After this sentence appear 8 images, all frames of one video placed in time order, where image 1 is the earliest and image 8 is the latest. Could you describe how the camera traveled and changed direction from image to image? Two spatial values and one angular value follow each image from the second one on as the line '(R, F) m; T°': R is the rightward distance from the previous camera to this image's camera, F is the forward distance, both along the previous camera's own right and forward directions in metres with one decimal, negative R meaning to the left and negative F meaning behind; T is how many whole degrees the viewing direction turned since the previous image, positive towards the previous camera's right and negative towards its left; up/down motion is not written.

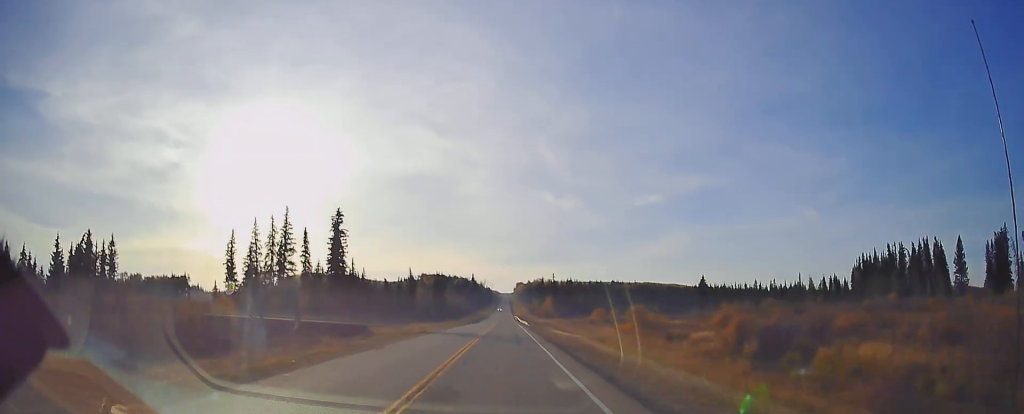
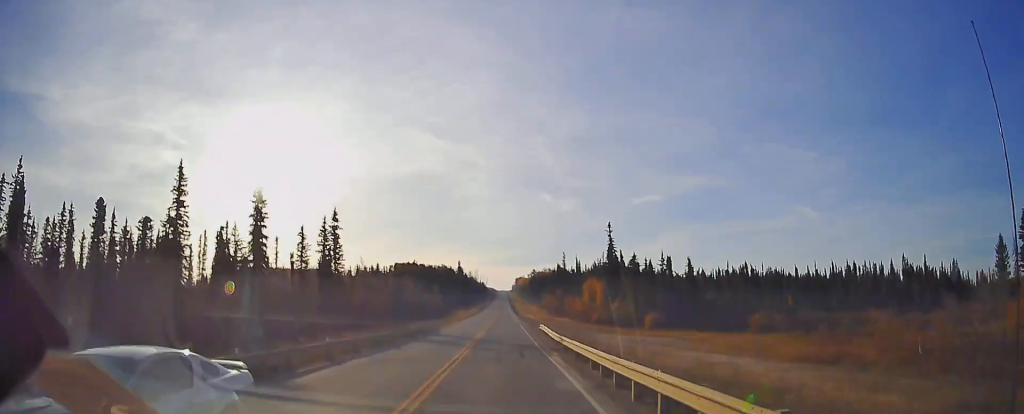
(+0.2, +144.6) m; 0°
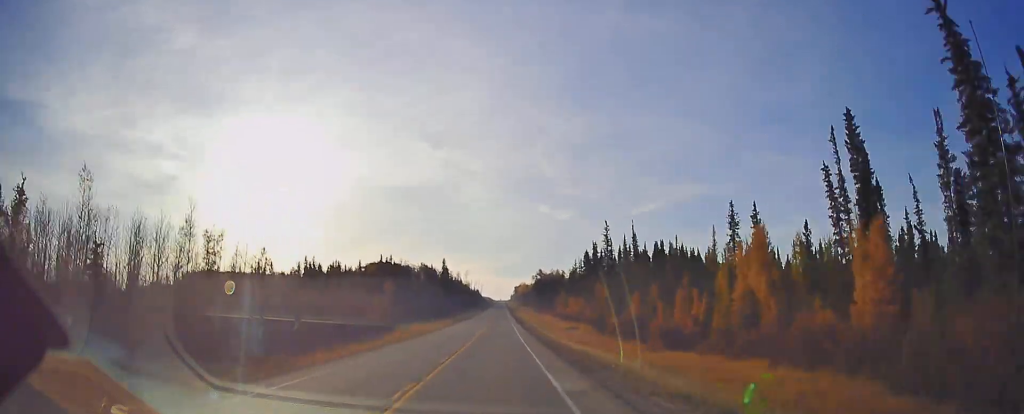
(+0.3, +98.4) m; 0°
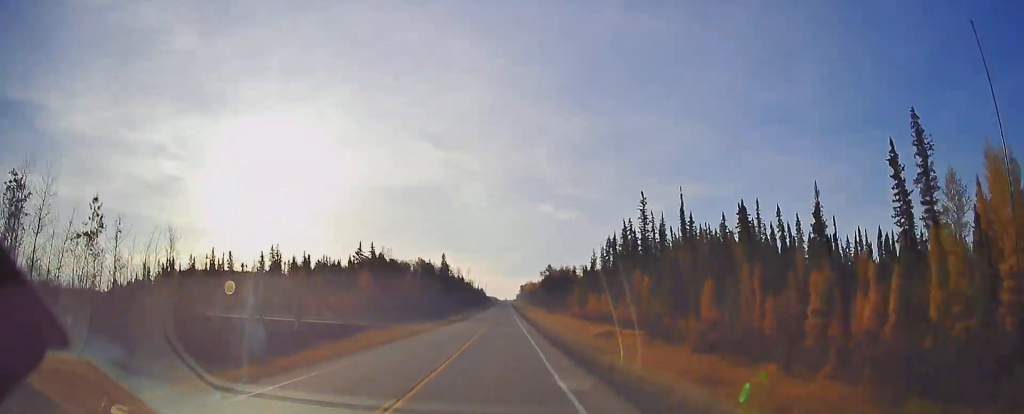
(-0.1, +30.5) m; 0°
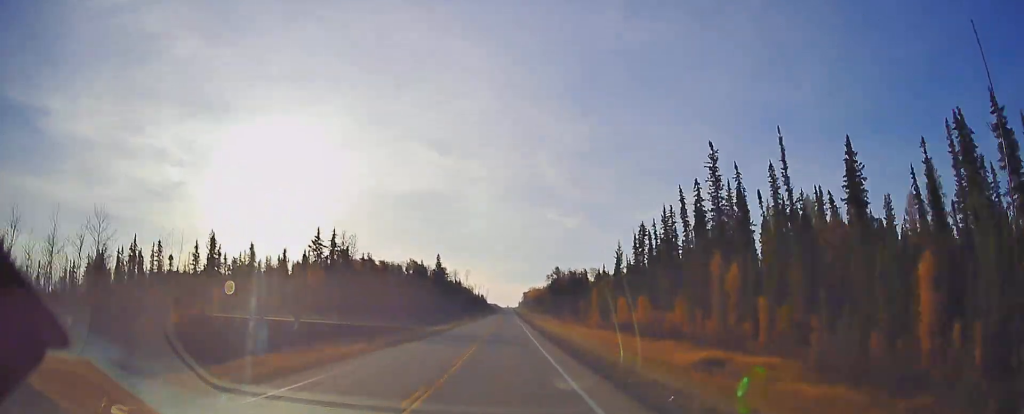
(-0.1, +33.3) m; 0°
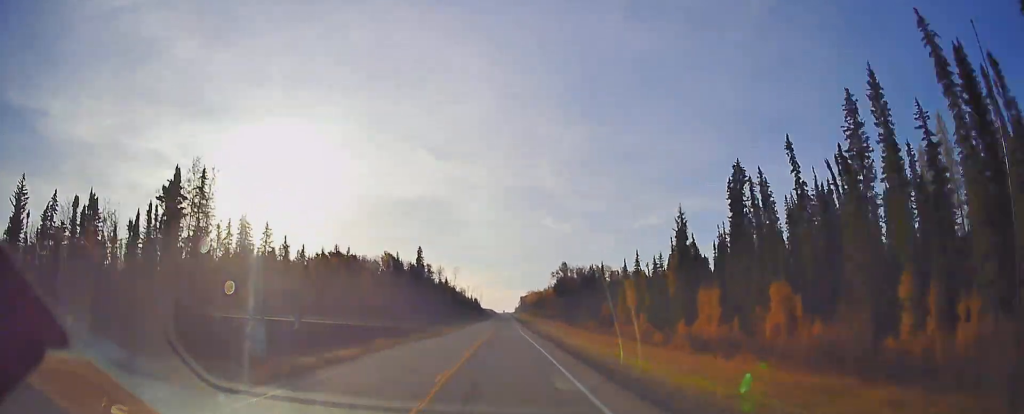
(-0.1, +49.1) m; 0°
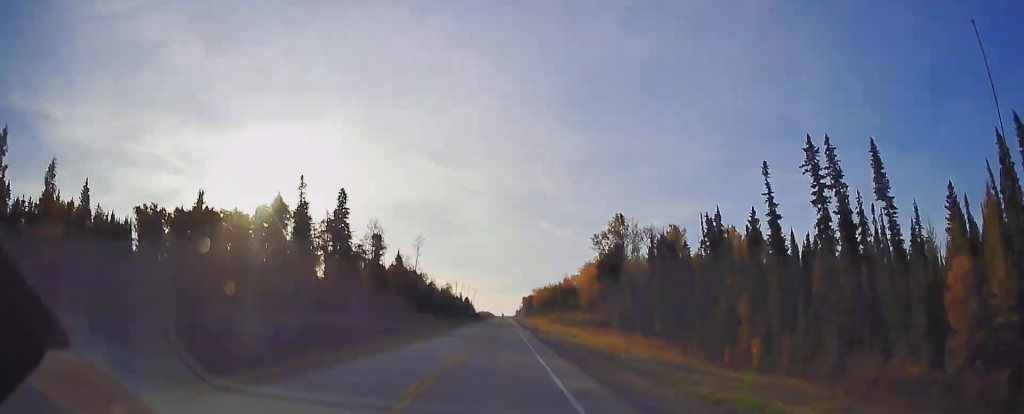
(+0.5, +109.0) m; +1°
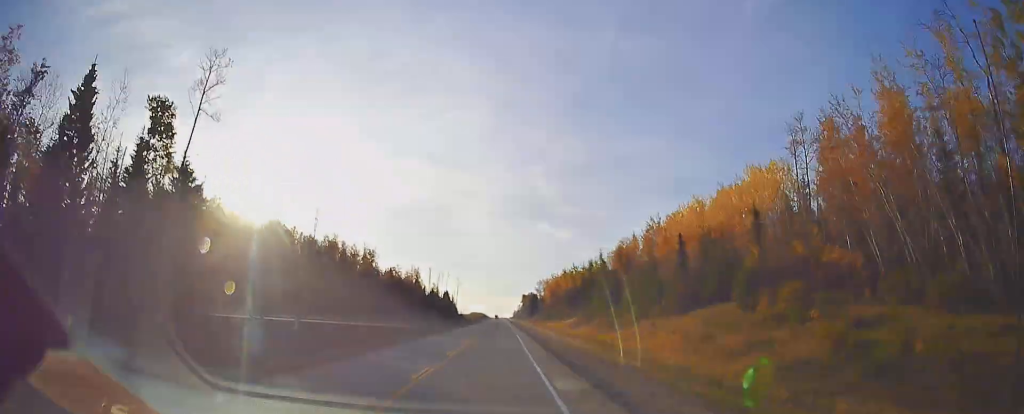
(+0.3, +112.3) m; 0°
